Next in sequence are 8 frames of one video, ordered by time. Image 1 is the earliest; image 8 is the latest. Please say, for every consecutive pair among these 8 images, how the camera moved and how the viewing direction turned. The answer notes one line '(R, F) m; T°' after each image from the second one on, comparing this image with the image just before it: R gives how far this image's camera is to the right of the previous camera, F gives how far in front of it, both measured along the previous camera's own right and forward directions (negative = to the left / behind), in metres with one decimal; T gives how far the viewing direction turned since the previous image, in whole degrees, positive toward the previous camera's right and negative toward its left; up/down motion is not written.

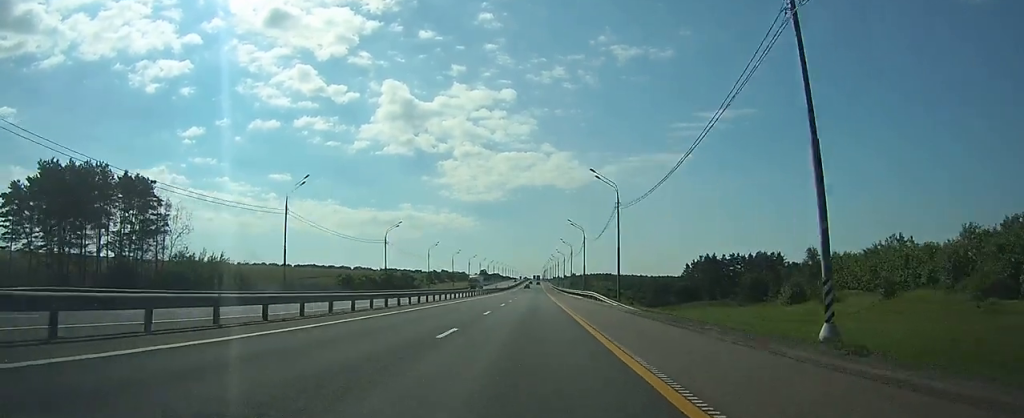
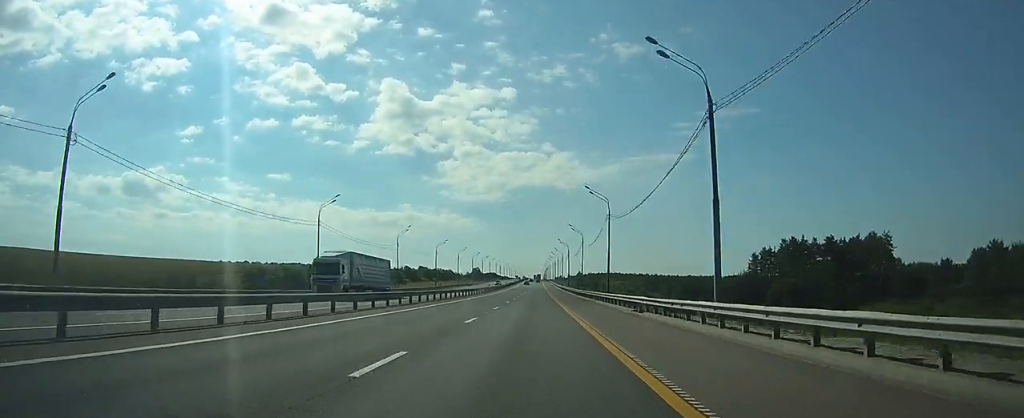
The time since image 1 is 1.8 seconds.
(+0.1, +65.5) m; 0°
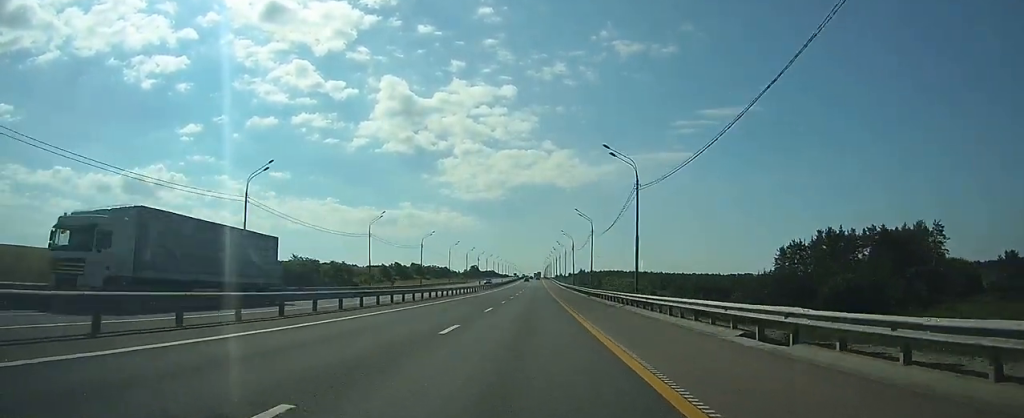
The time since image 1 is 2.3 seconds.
(0.0, +17.0) m; 0°
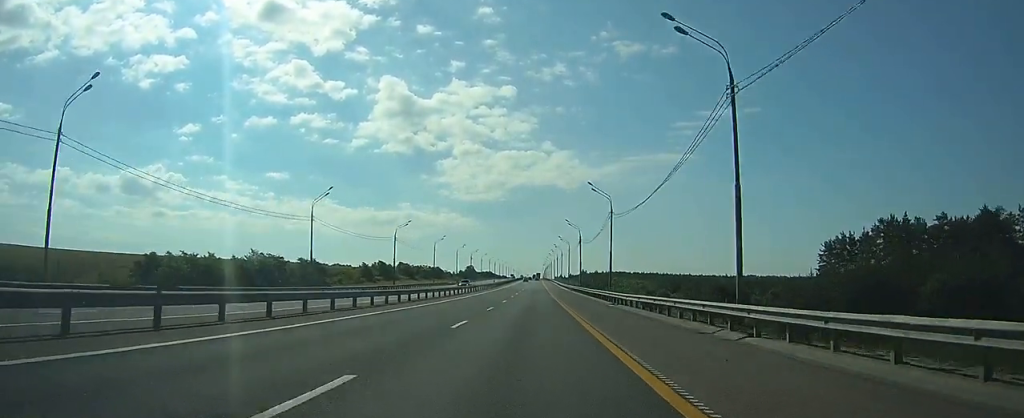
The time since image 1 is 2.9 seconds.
(-0.1, +21.9) m; 0°
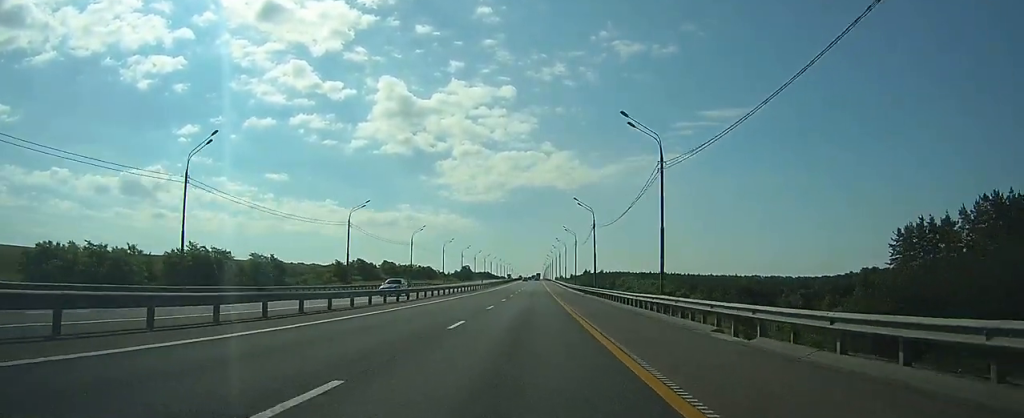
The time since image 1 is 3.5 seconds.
(0.0, +24.2) m; 0°
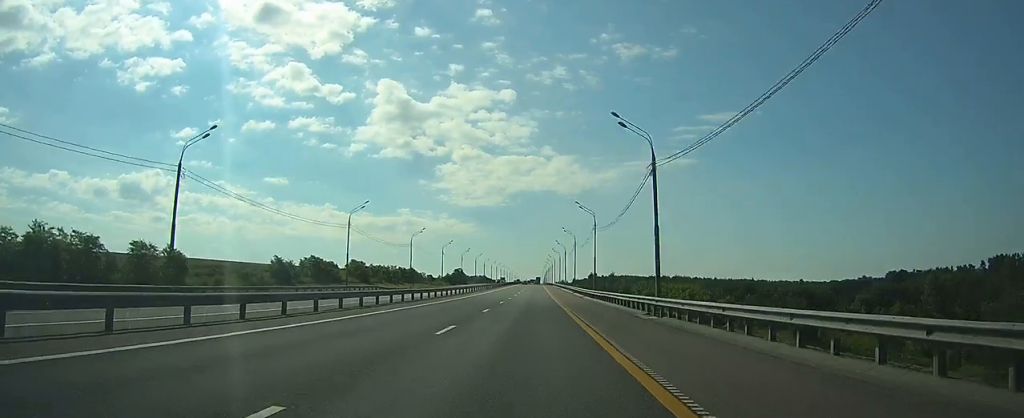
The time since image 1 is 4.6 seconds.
(0.0, +37.5) m; 0°
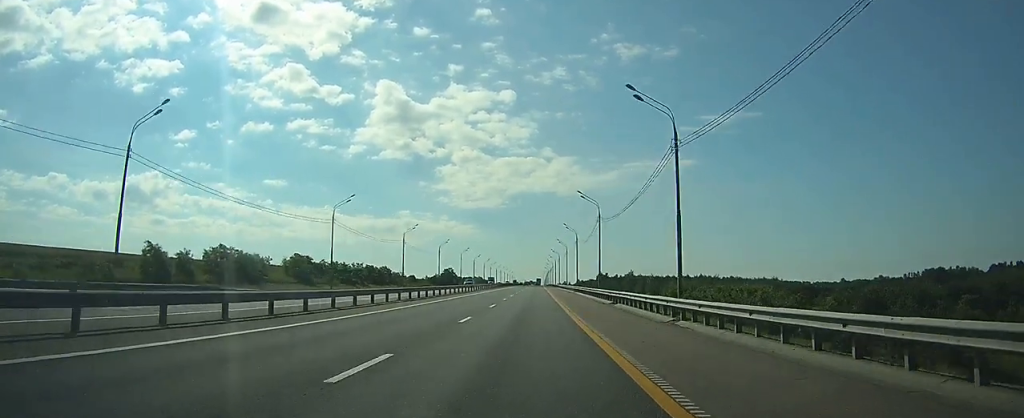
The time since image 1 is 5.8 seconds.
(0.0, +43.2) m; 0°
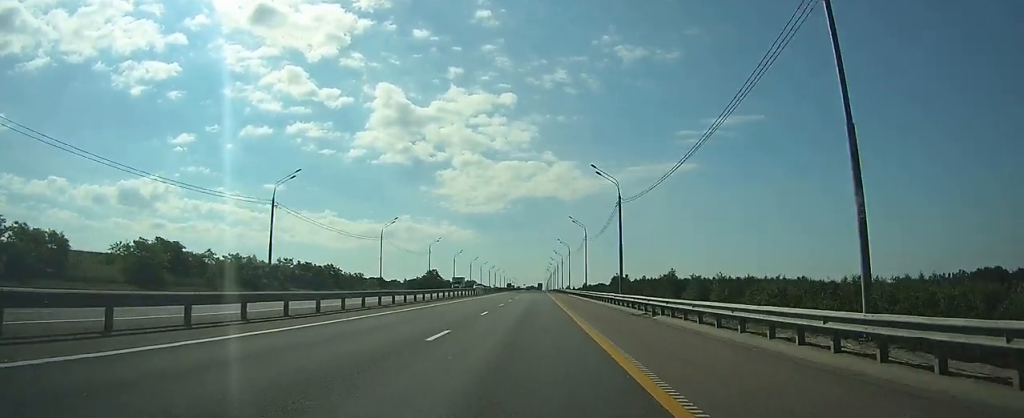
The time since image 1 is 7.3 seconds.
(-0.1, +53.4) m; 0°
